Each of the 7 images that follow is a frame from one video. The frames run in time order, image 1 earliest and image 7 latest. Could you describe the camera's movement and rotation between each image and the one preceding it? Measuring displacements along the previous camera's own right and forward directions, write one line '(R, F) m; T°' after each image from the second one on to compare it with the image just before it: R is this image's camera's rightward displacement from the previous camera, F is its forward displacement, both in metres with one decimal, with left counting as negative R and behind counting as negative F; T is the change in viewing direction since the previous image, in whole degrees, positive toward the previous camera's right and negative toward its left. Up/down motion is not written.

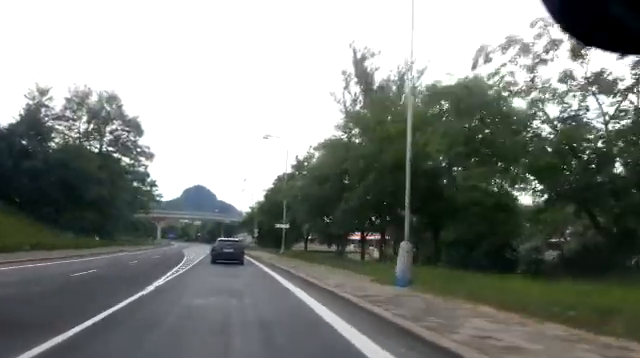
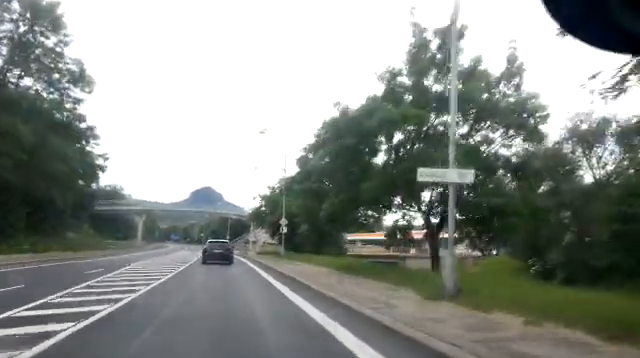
(0.0, +32.9) m; 0°
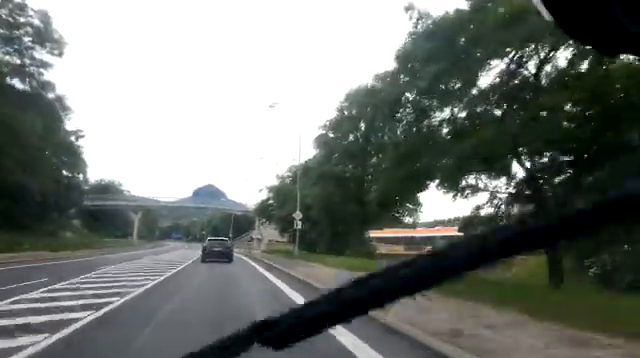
(0.0, +7.4) m; 0°
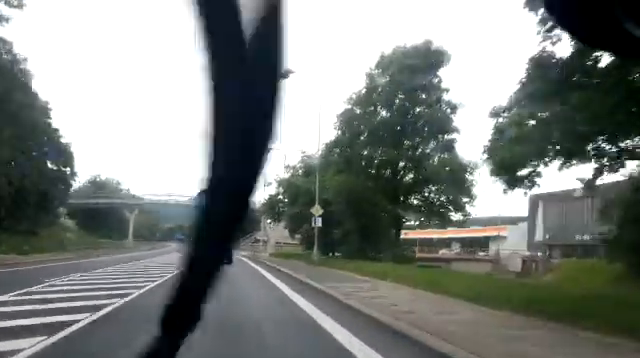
(0.0, +6.5) m; 0°
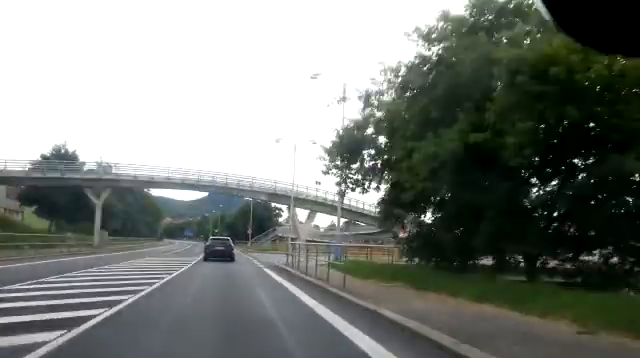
(-0.2, +25.2) m; -1°
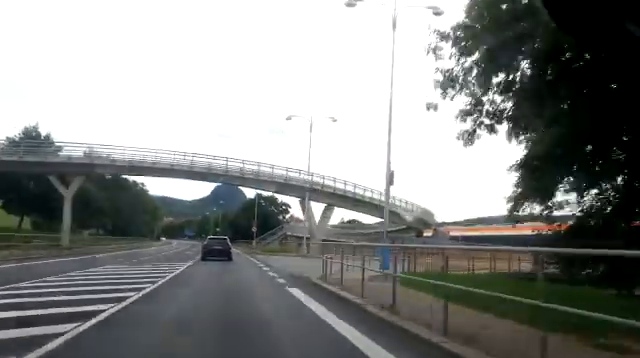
(-0.1, +9.9) m; -1°
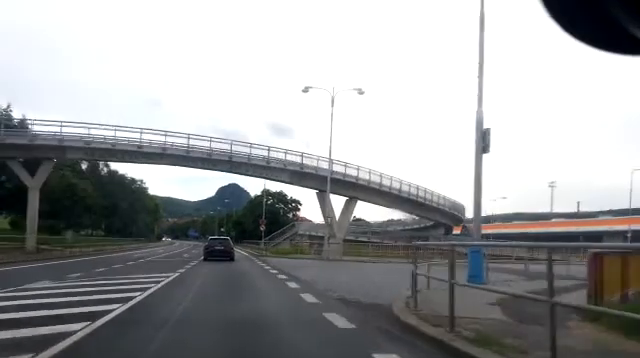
(-0.1, +8.0) m; -1°
